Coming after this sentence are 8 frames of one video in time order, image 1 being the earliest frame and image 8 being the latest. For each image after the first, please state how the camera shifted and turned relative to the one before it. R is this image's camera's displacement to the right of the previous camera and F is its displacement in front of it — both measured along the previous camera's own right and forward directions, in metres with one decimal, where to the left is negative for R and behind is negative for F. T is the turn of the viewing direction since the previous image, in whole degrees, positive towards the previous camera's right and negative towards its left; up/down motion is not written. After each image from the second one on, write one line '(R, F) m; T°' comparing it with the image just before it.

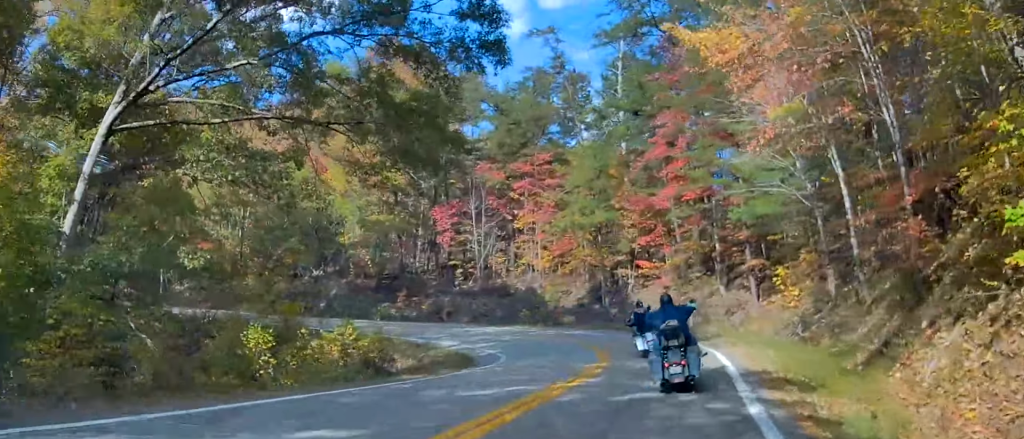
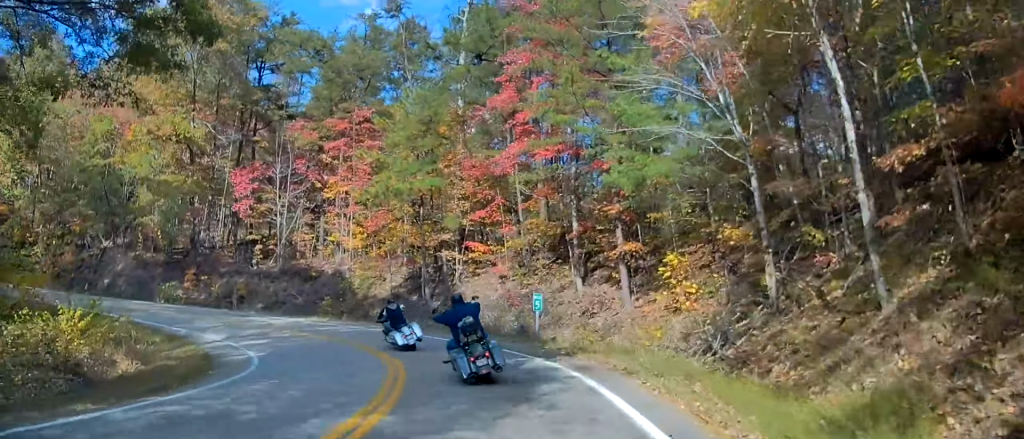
(+1.7, +9.4) m; +11°
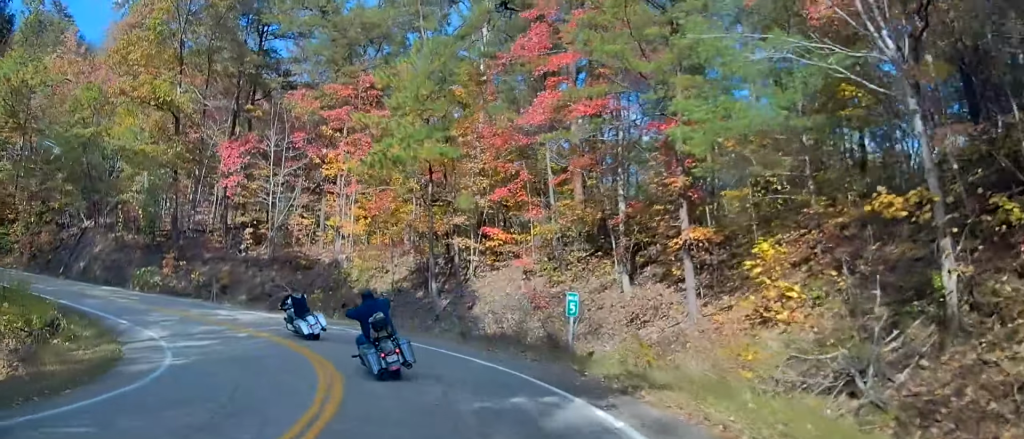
(+0.1, +6.7) m; -1°
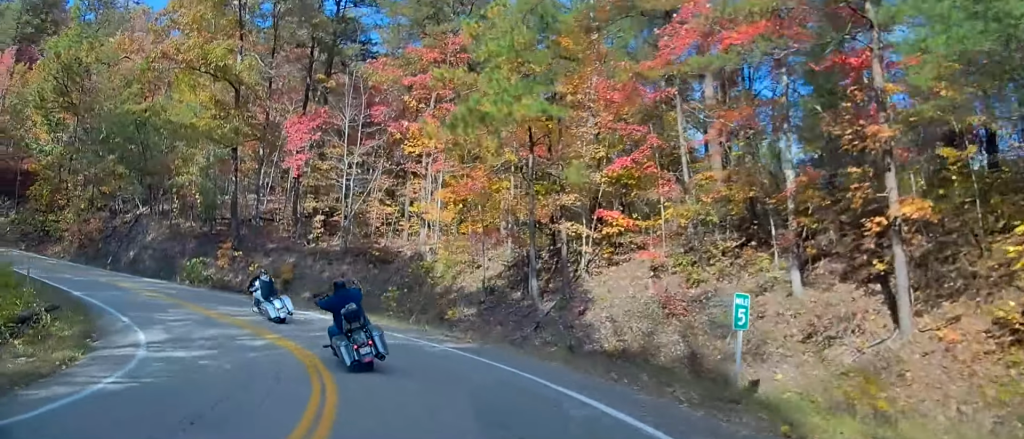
(0.0, +6.2) m; -5°
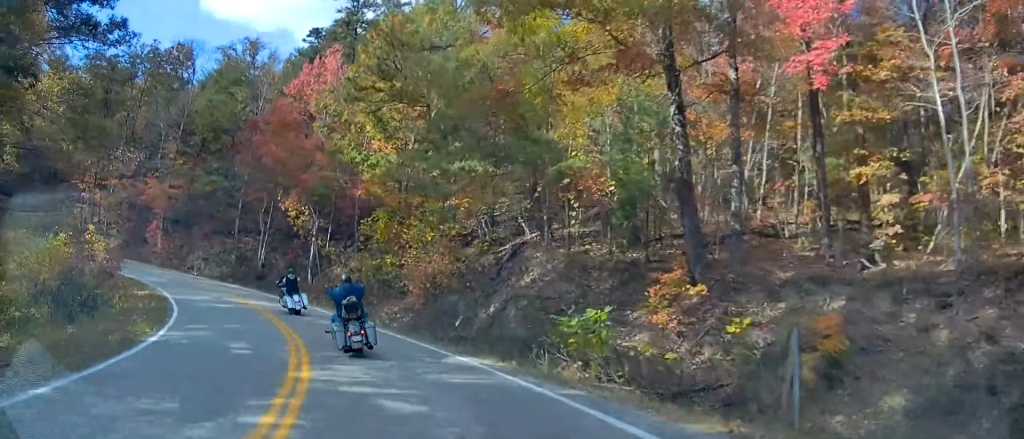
(-6.5, +18.7) m; -44°
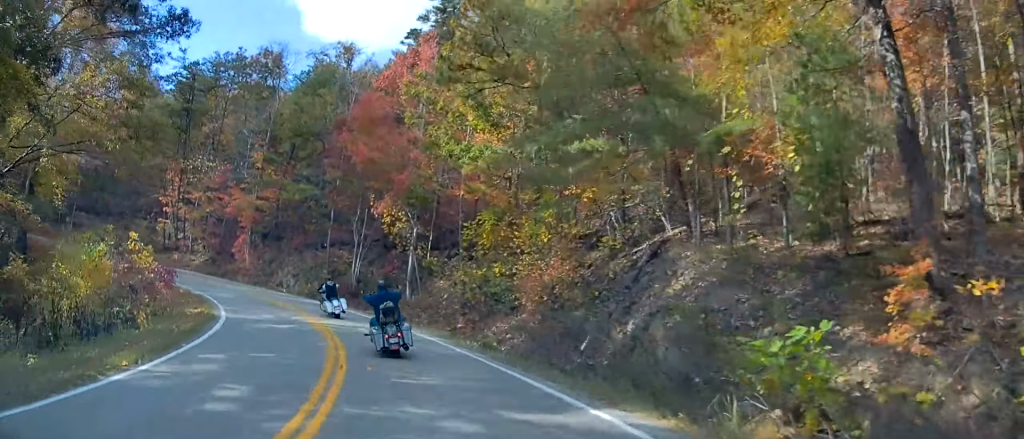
(-0.3, +5.3) m; -11°
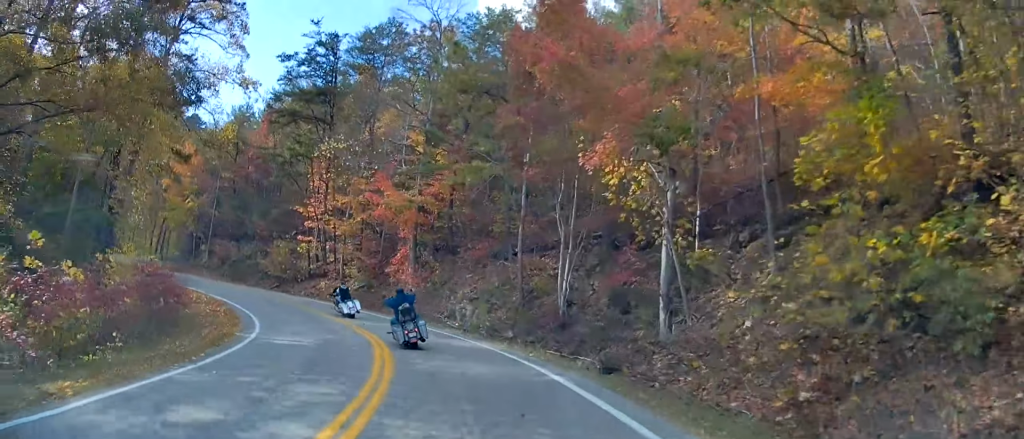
(-3.7, +16.8) m; -20°
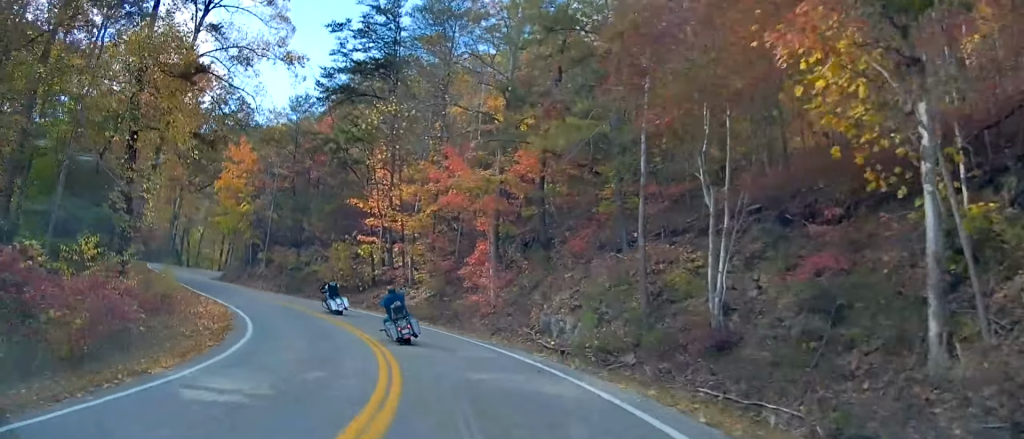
(0.0, +8.2) m; -9°
